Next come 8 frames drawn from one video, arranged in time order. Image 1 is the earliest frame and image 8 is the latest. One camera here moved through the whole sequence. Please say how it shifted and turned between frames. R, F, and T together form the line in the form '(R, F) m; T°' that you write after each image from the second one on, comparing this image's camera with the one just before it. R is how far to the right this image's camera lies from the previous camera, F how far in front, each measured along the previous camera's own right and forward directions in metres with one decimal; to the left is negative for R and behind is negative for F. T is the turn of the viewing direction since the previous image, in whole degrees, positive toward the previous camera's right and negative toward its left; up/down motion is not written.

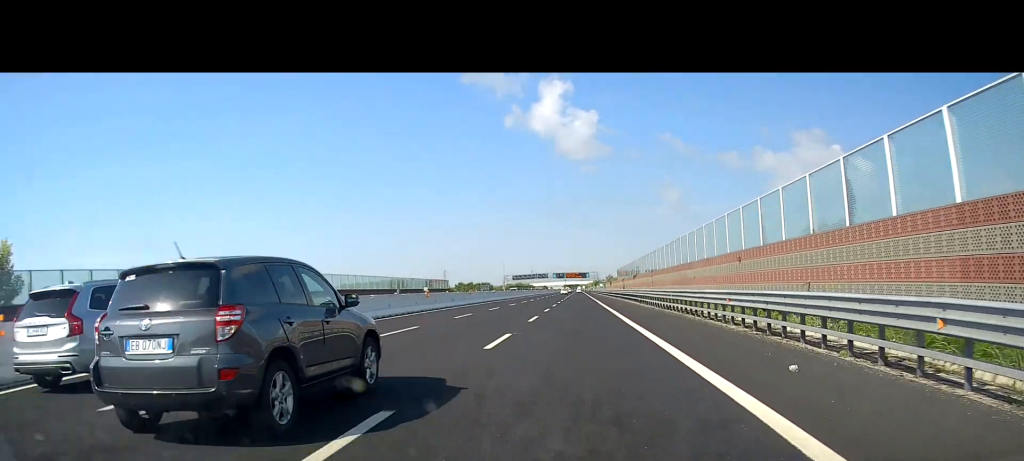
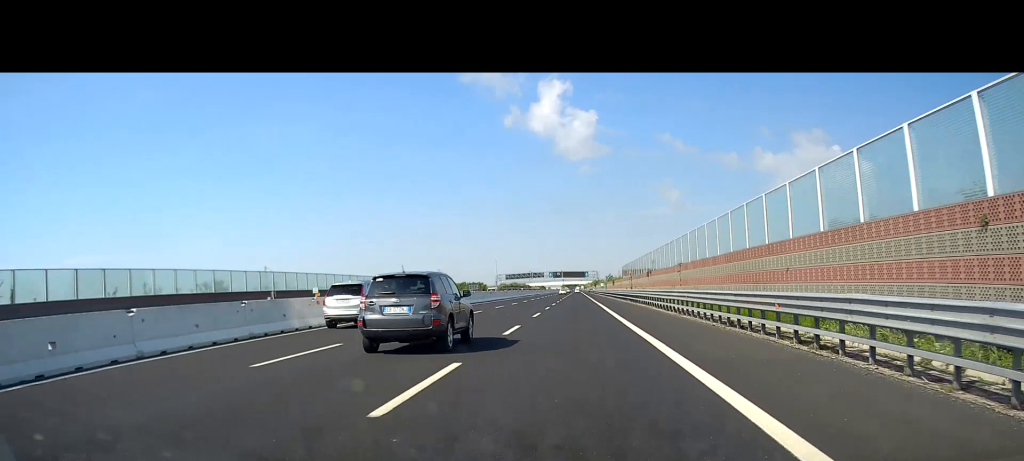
(0.0, +19.3) m; 0°
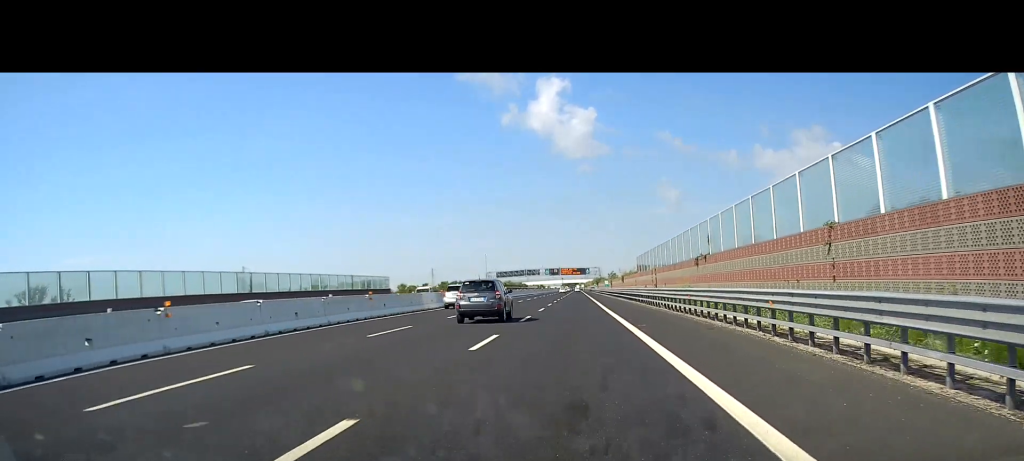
(+0.2, +29.7) m; 0°
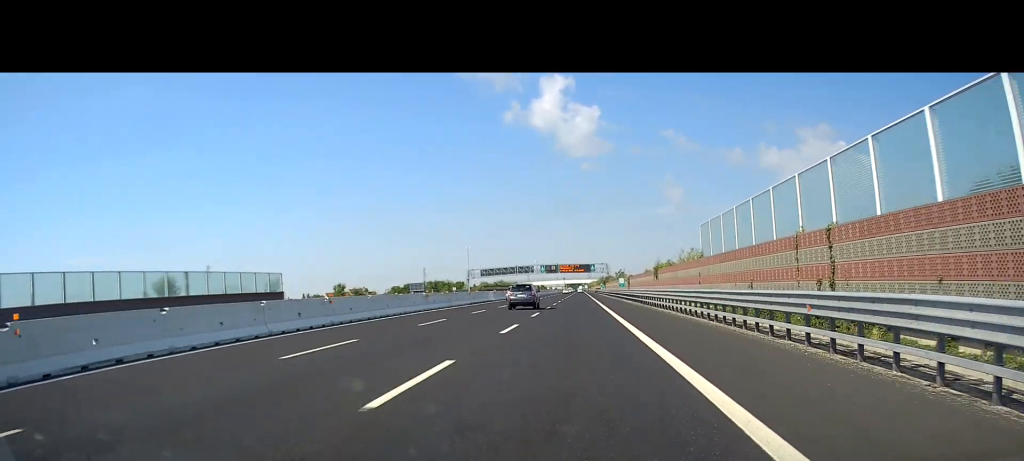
(-0.4, +40.0) m; -1°
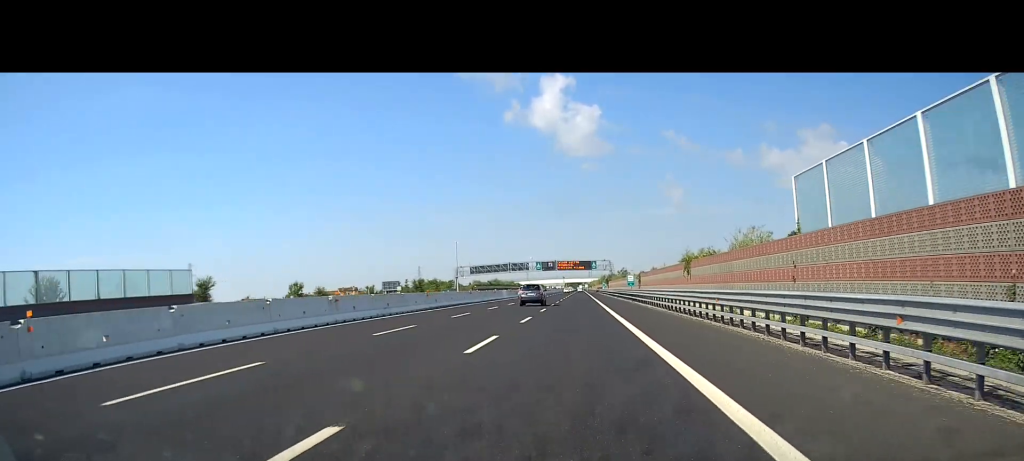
(0.0, +17.3) m; 0°
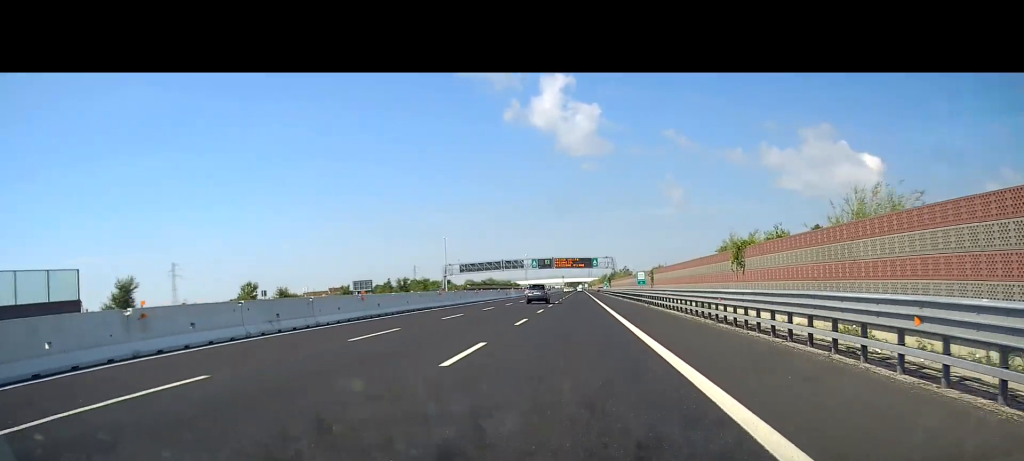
(+0.1, +13.8) m; 0°
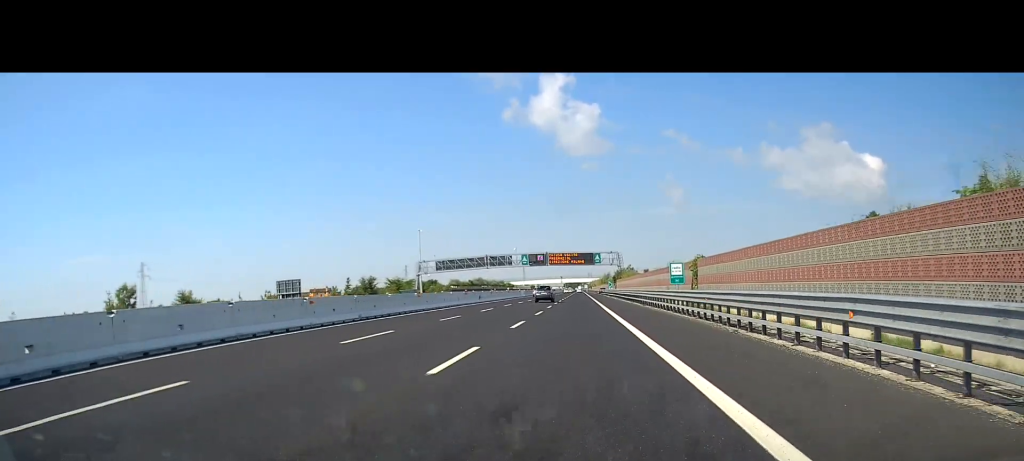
(0.0, +24.2) m; 0°
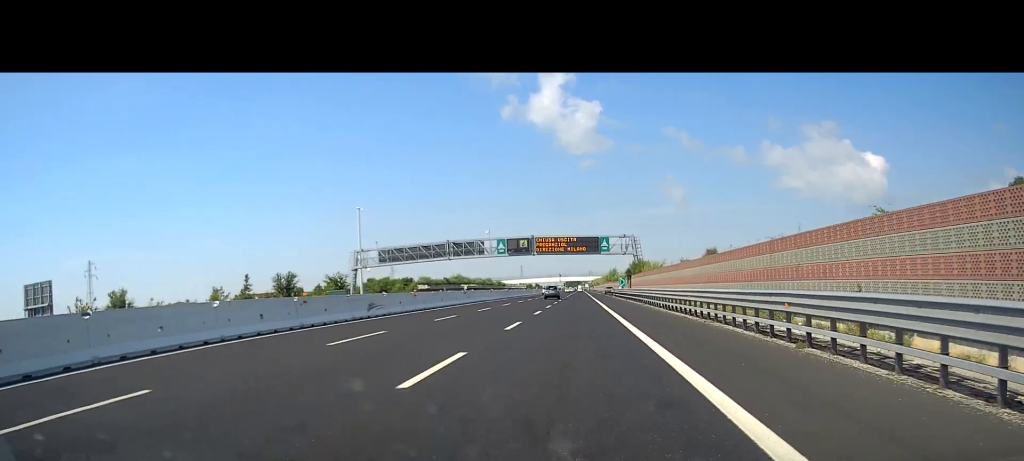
(+0.2, +36.4) m; 0°
